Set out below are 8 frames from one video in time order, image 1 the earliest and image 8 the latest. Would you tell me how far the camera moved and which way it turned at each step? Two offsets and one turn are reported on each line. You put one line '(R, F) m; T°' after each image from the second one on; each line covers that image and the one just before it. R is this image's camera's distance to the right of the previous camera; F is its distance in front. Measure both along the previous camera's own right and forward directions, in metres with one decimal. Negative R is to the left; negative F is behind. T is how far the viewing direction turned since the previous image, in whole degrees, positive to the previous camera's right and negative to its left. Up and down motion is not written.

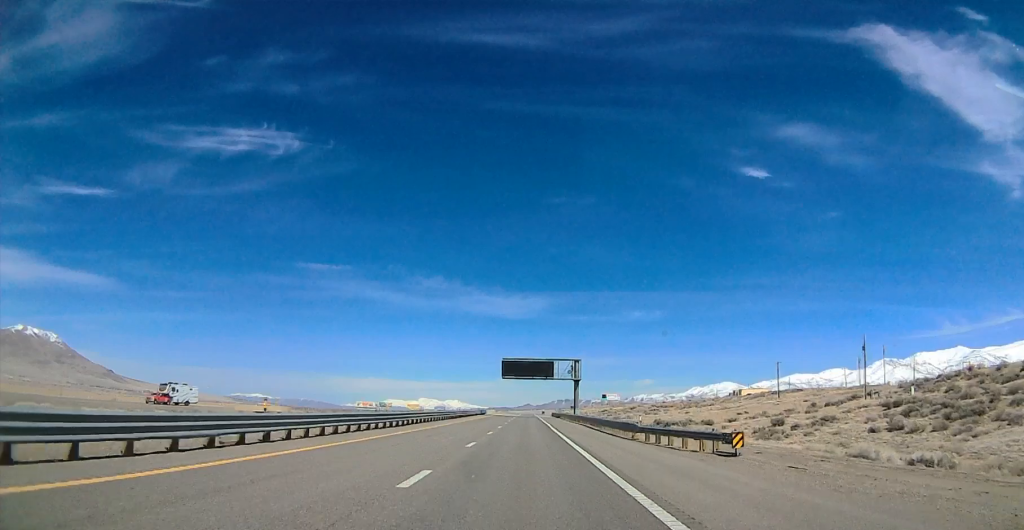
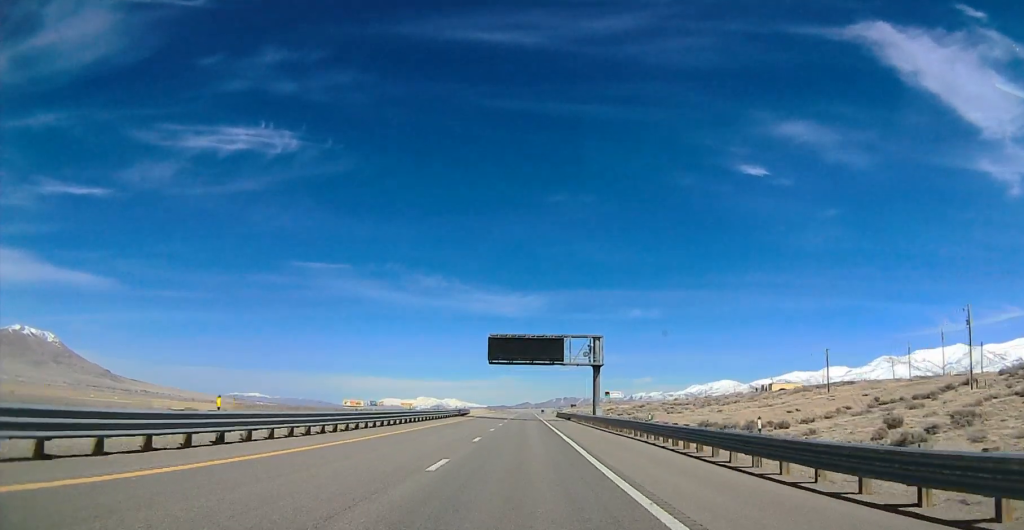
(0.0, +33.4) m; 0°
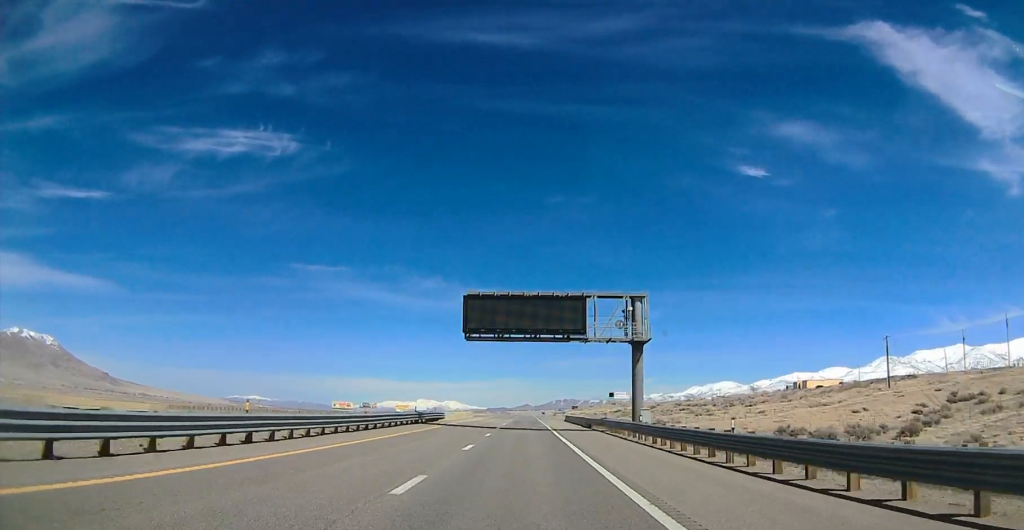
(0.0, +28.1) m; 0°
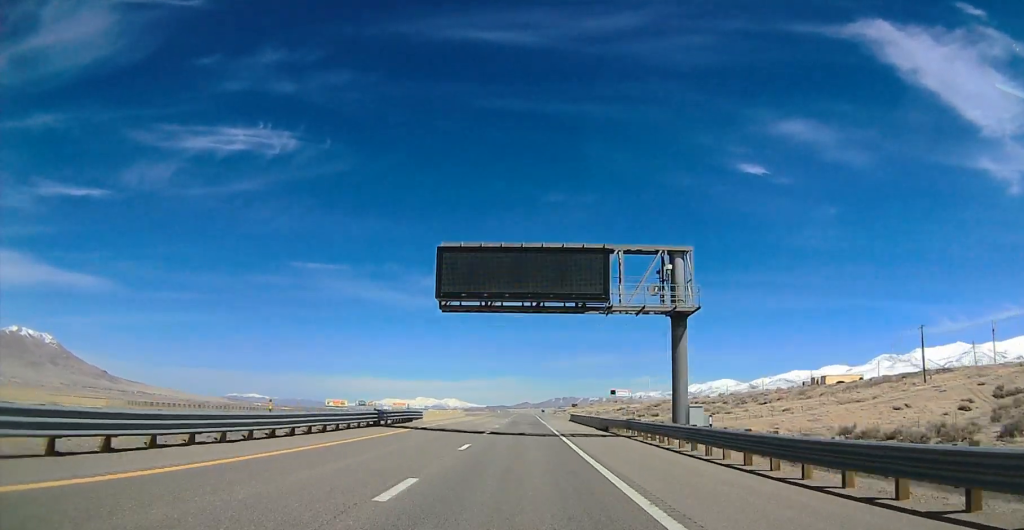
(0.0, +13.2) m; 0°
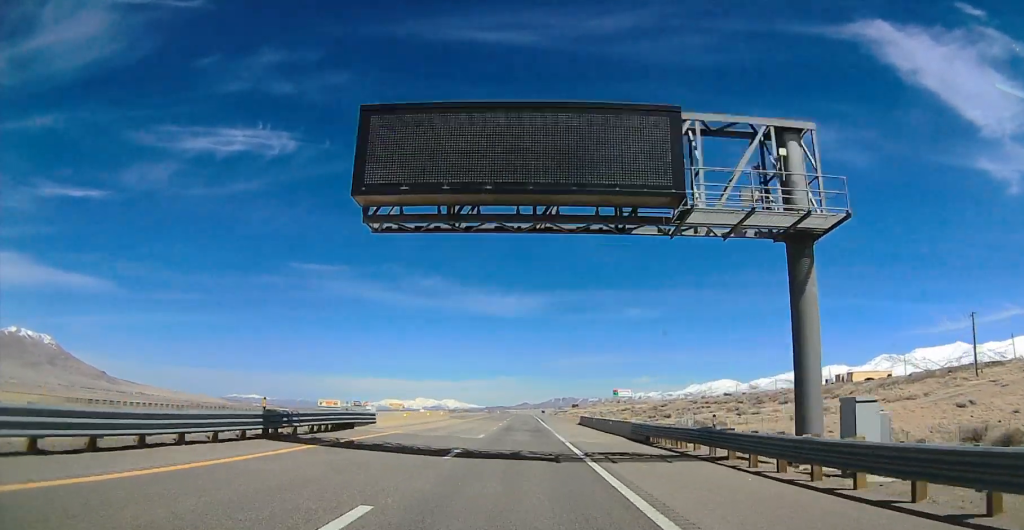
(0.0, +15.9) m; 0°
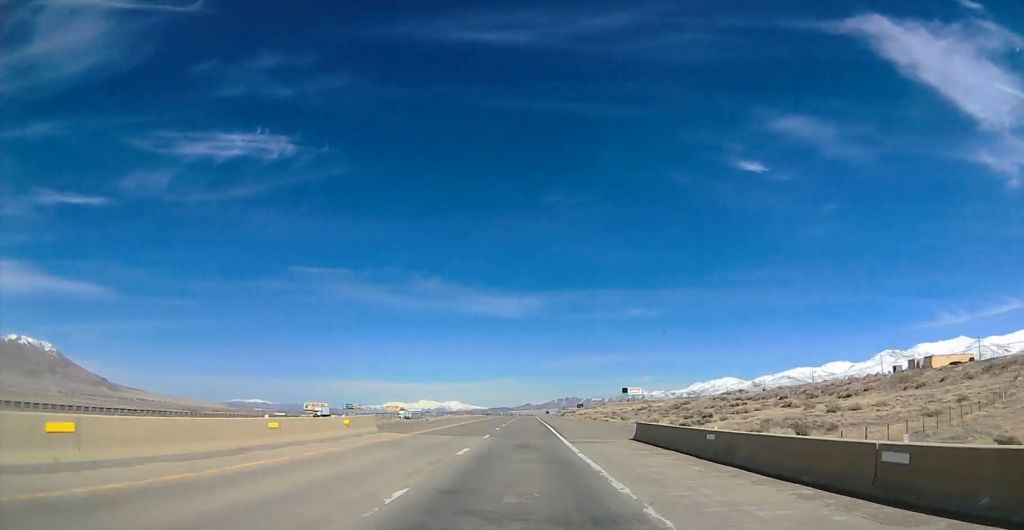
(0.0, +34.3) m; 0°
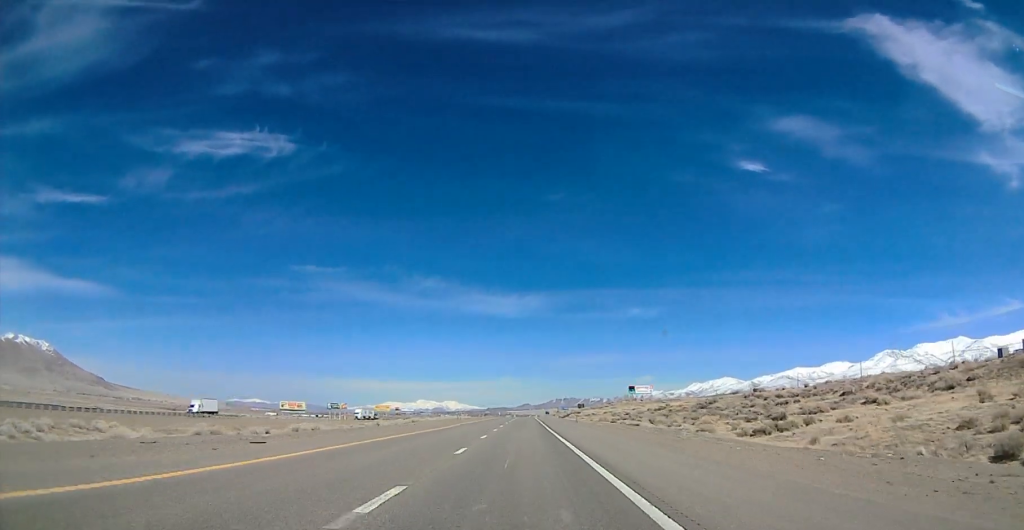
(0.0, +37.8) m; 0°
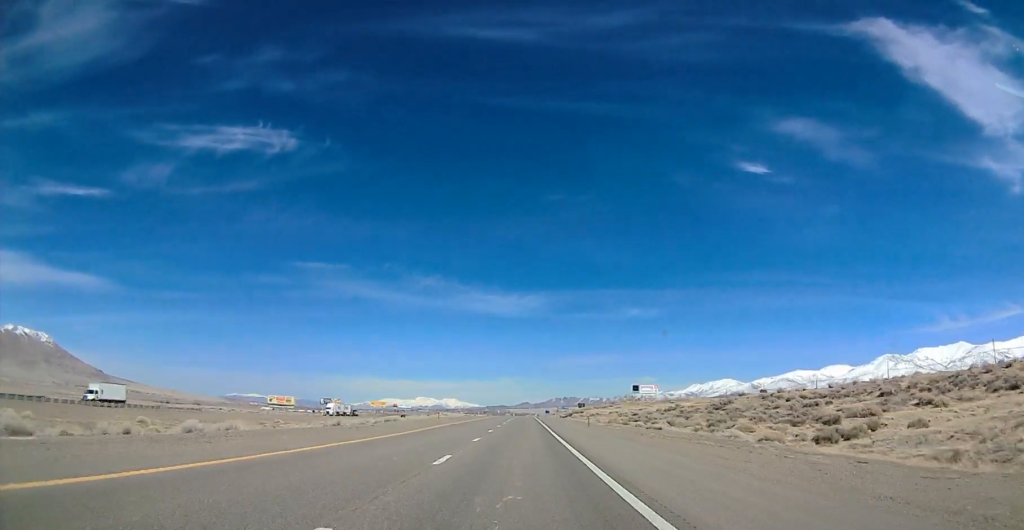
(0.0, +15.8) m; 0°
